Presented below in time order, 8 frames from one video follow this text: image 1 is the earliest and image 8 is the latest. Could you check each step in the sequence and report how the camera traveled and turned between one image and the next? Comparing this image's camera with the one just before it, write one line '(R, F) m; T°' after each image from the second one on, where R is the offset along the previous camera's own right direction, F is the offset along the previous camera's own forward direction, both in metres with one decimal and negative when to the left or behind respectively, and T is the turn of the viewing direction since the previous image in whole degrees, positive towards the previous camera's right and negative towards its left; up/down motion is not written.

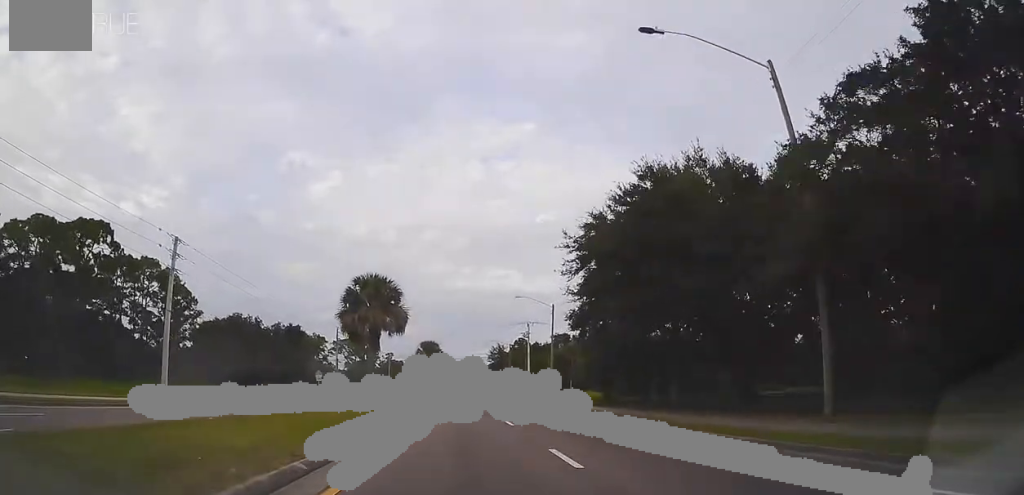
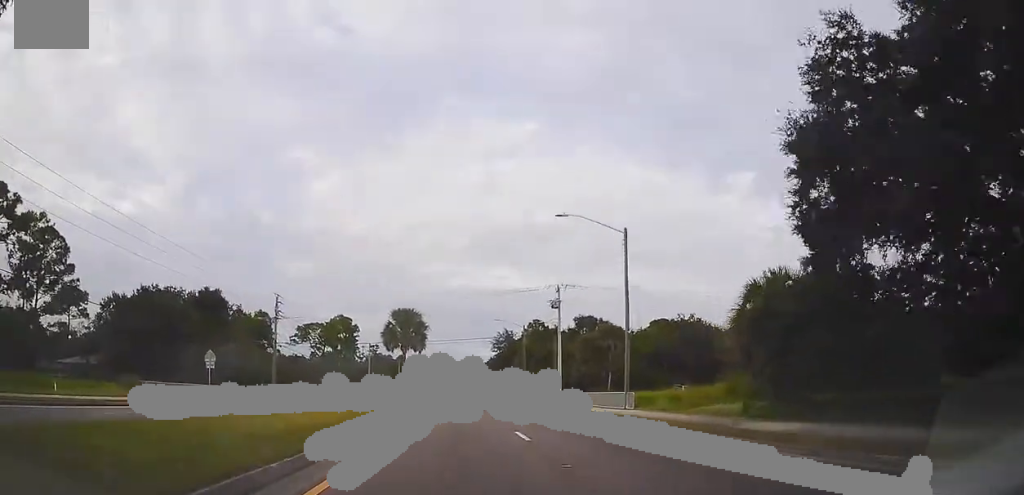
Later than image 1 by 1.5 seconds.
(0.0, +31.4) m; 0°
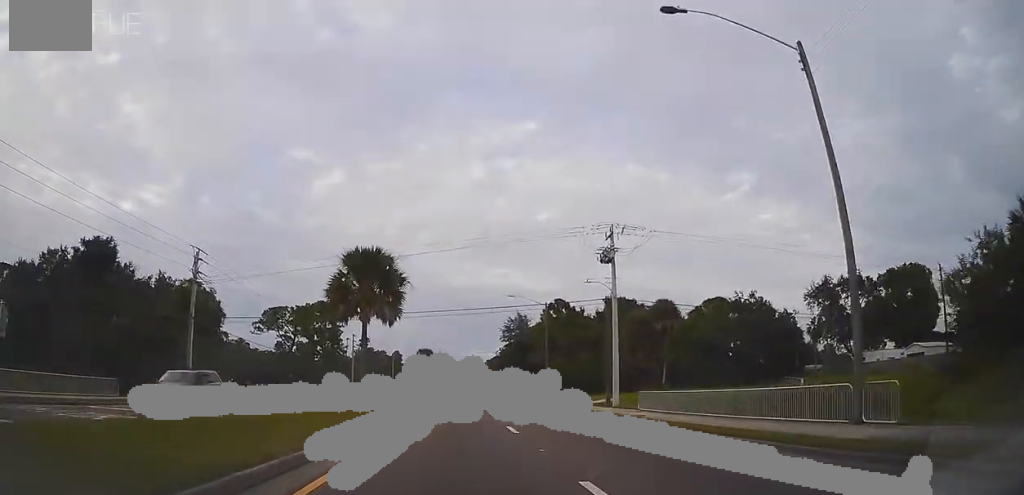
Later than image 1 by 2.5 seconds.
(0.0, +21.9) m; 0°
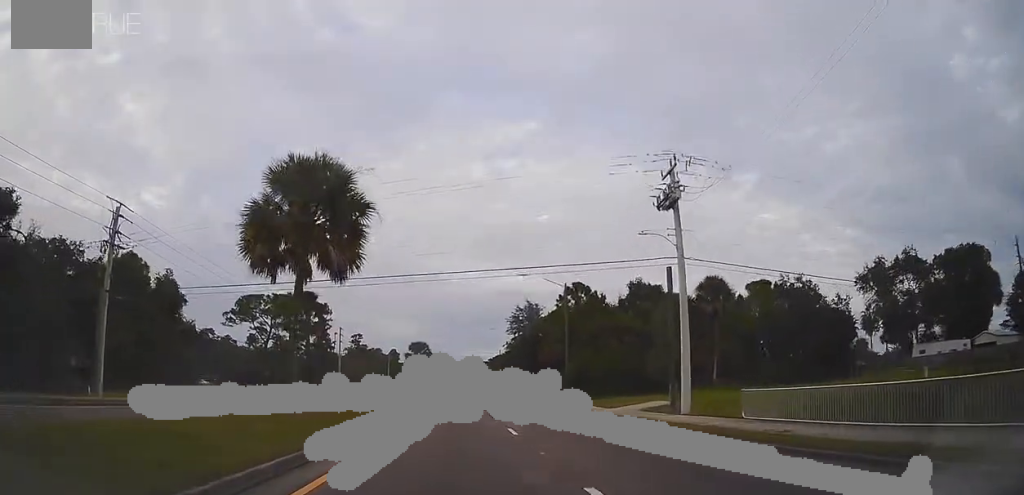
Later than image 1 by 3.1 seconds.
(0.0, +13.0) m; 0°
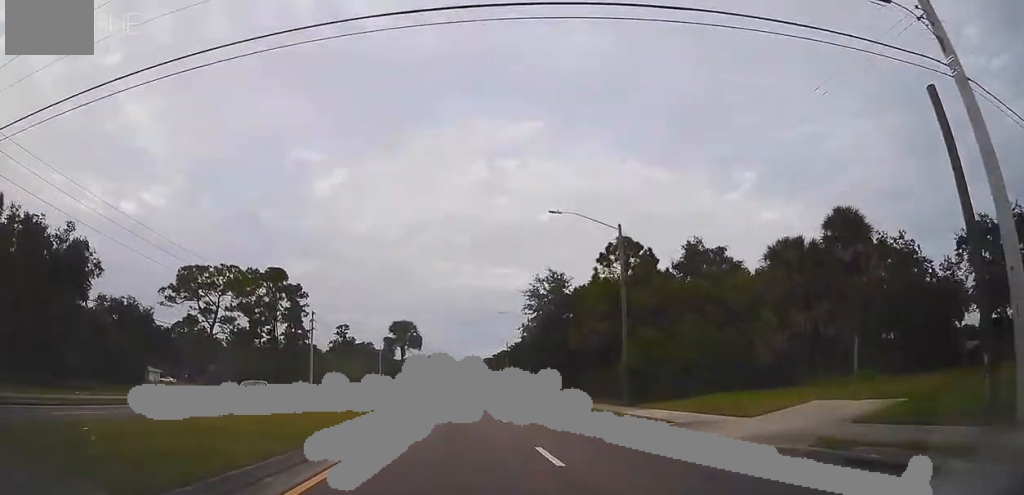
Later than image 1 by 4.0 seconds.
(0.0, +18.9) m; 0°
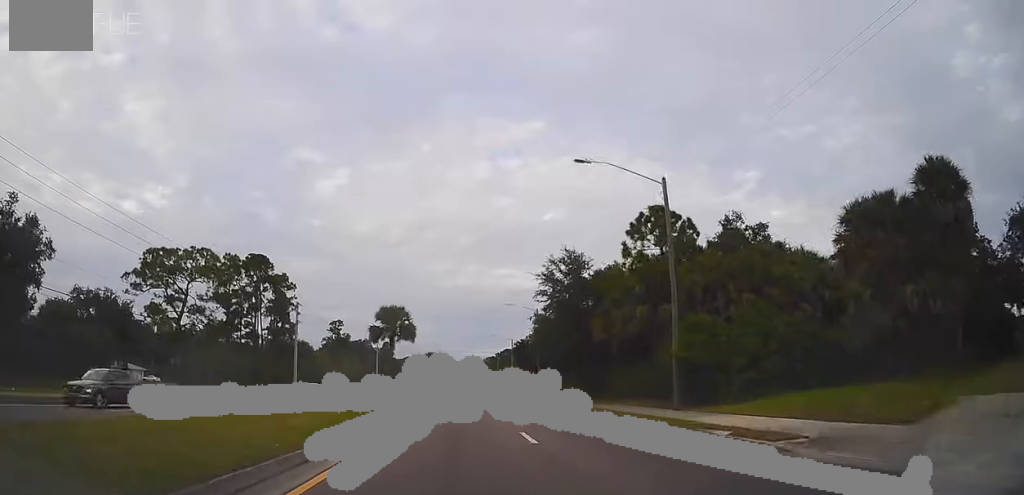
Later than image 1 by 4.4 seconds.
(0.0, +8.8) m; 0°
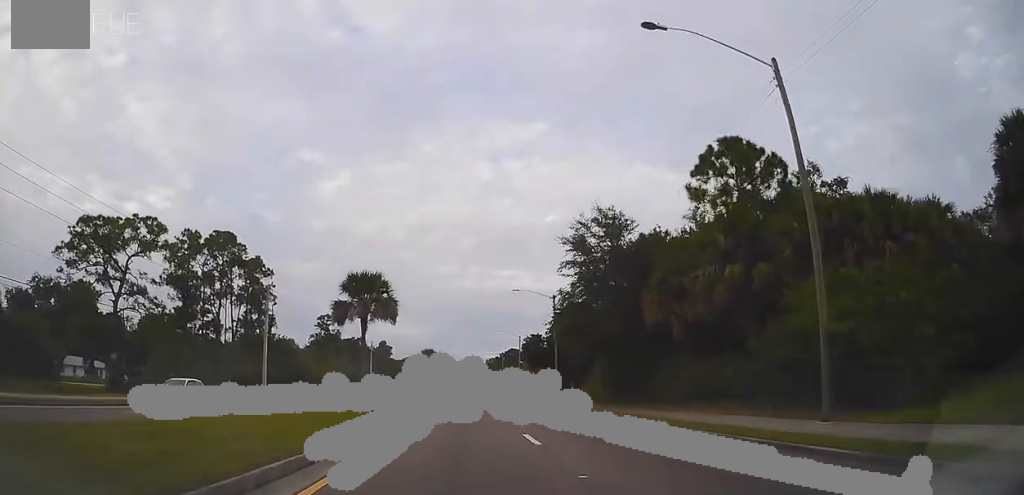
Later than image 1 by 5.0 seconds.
(0.0, +12.6) m; 0°
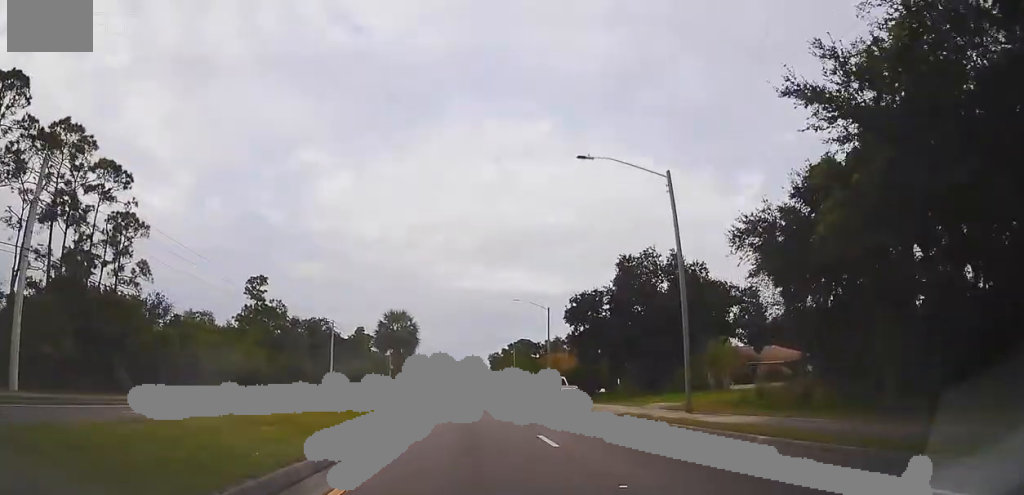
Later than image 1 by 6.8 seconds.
(0.0, +37.0) m; -1°
